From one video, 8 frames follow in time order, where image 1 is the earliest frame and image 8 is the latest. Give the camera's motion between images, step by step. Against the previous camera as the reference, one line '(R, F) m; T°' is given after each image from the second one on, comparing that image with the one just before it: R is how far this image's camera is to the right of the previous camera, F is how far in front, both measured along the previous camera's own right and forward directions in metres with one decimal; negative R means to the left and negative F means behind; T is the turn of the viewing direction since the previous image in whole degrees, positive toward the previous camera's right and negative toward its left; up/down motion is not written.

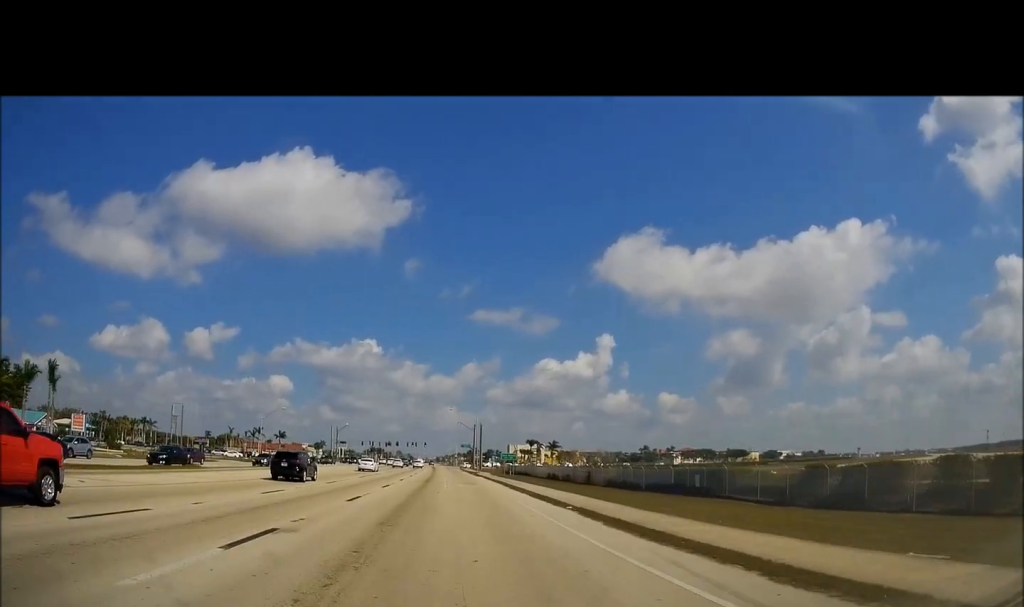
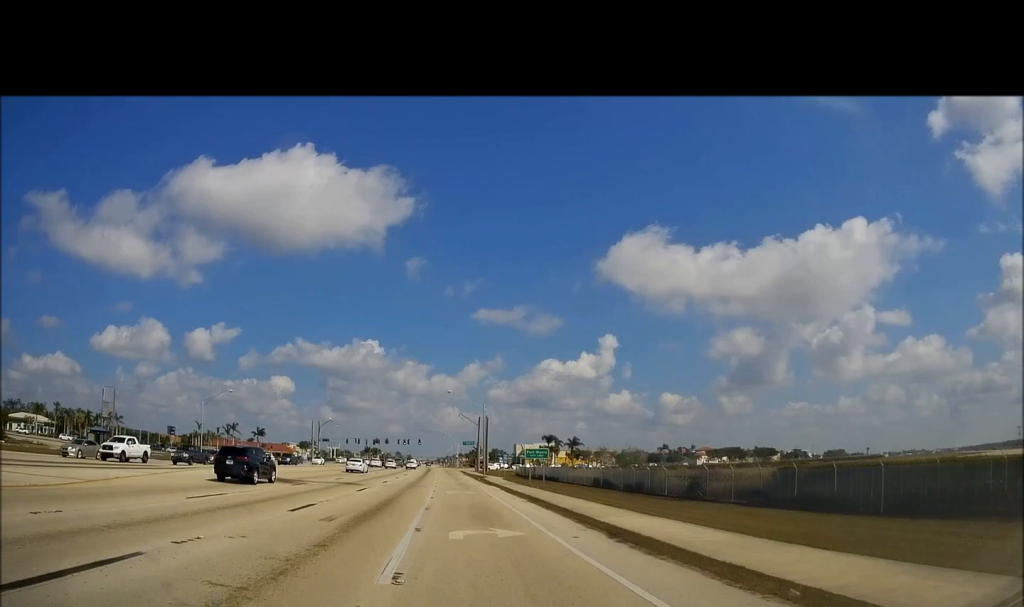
(0.0, +29.8) m; 0°
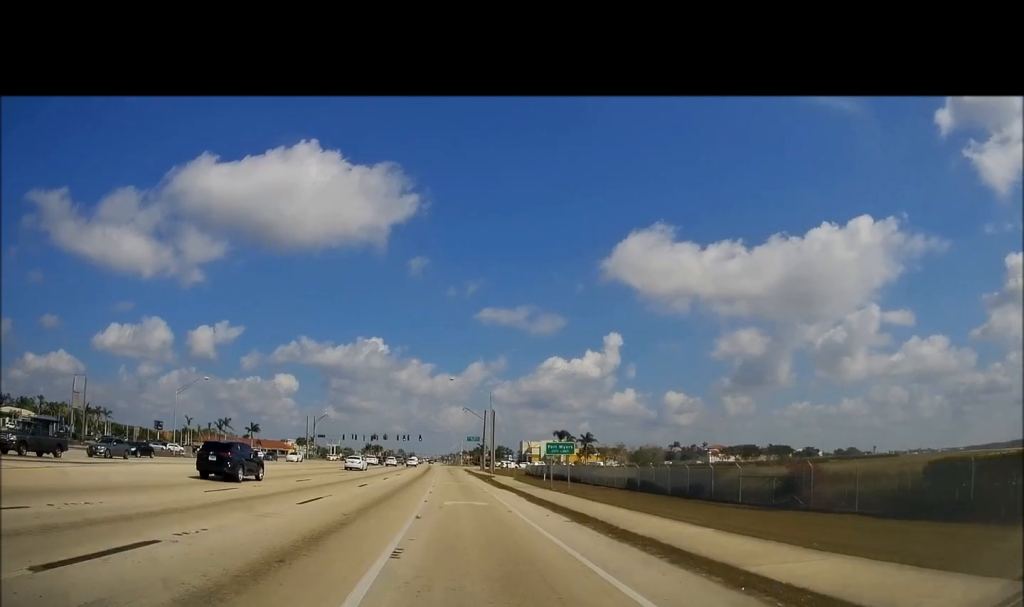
(0.0, +10.8) m; 0°
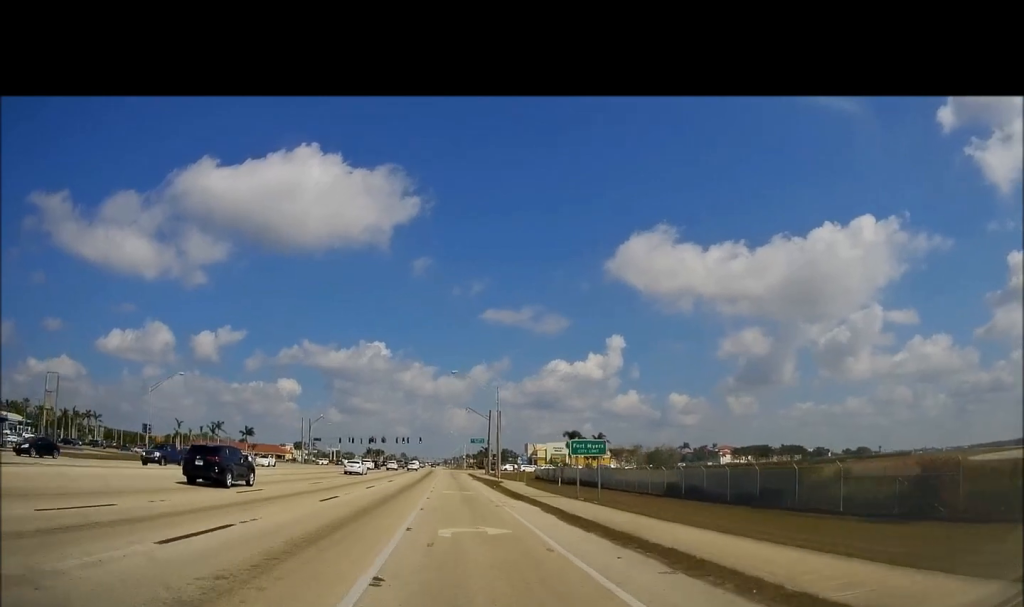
(0.0, +8.8) m; 0°
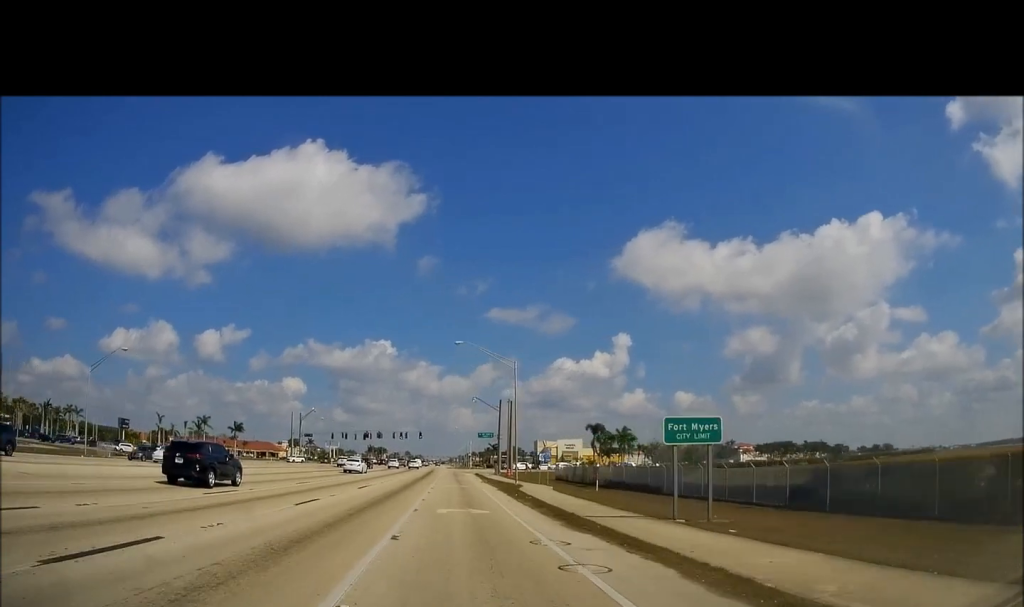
(0.0, +15.2) m; -1°
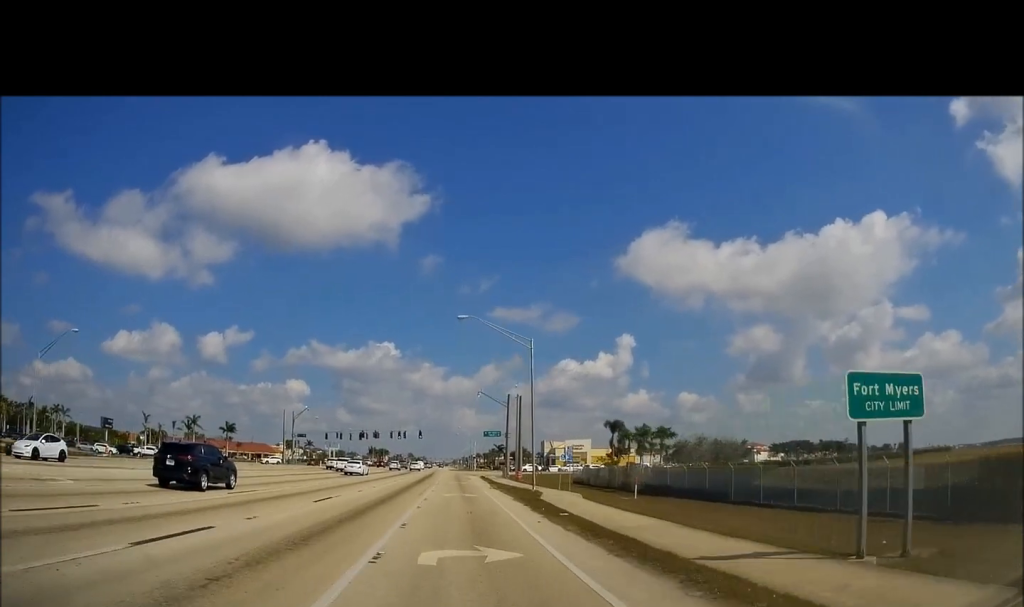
(+0.1, +9.8) m; -1°
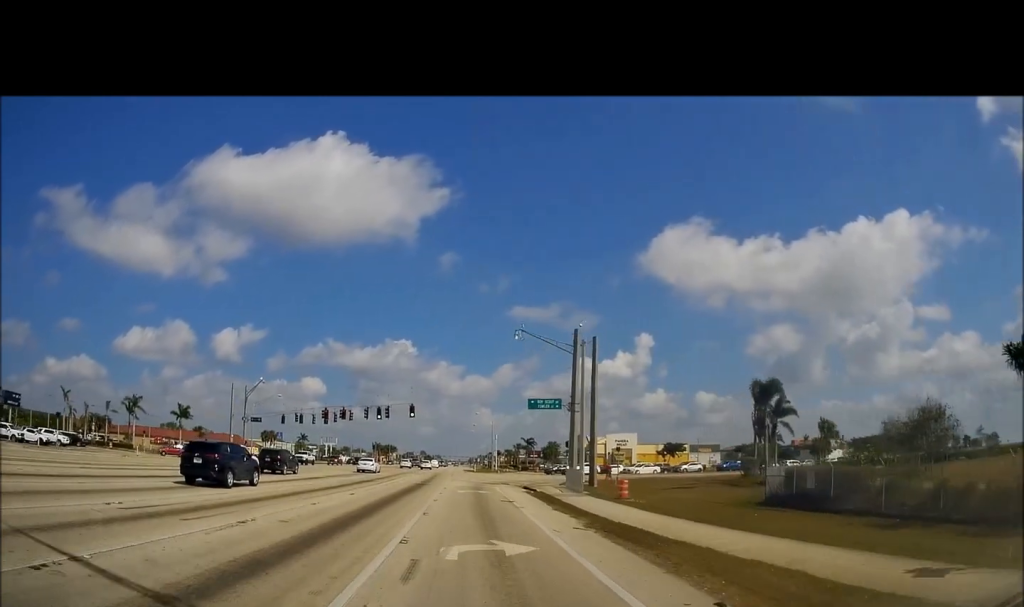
(-1.0, +40.8) m; -1°
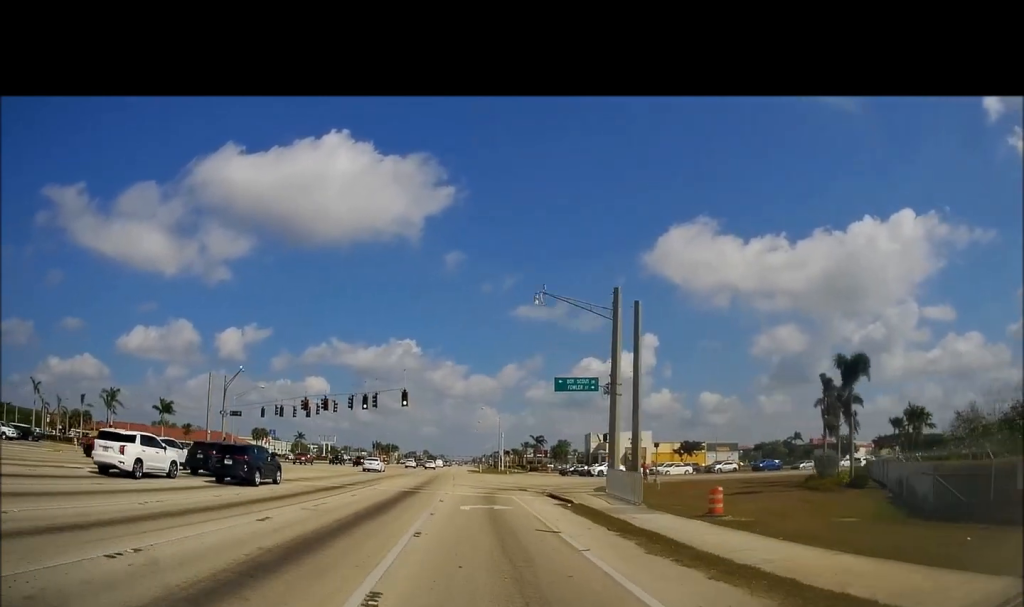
(-0.1, +11.1) m; +1°
